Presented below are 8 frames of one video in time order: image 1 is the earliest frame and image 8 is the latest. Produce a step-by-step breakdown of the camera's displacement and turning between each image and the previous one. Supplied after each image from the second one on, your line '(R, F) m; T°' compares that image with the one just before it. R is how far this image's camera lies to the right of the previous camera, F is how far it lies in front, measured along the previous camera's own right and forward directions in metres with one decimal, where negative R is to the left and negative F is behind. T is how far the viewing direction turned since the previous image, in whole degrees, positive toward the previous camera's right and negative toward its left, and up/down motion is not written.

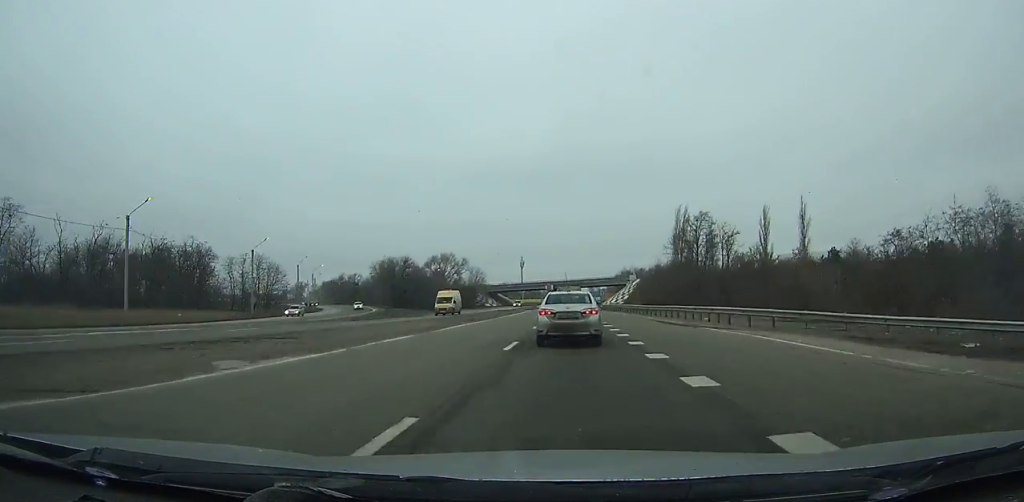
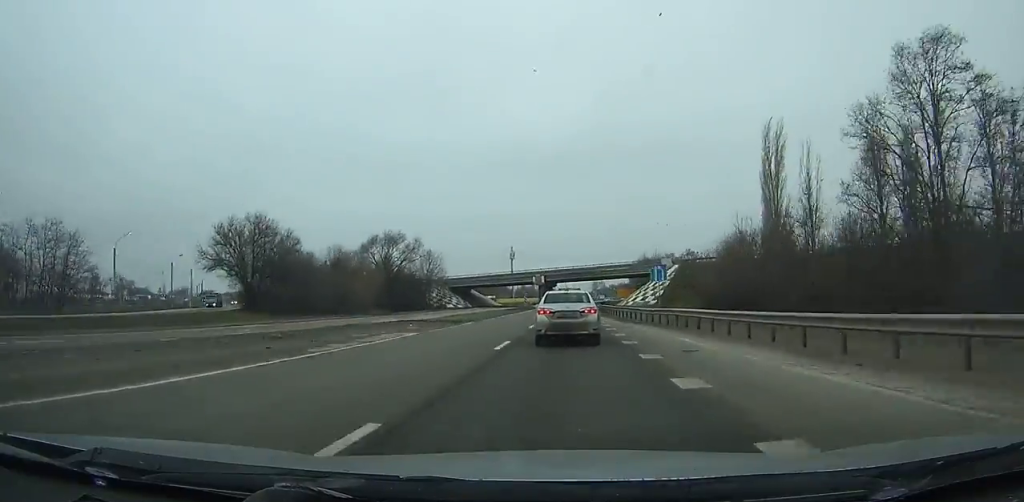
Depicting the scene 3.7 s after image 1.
(0.0, +59.2) m; 0°
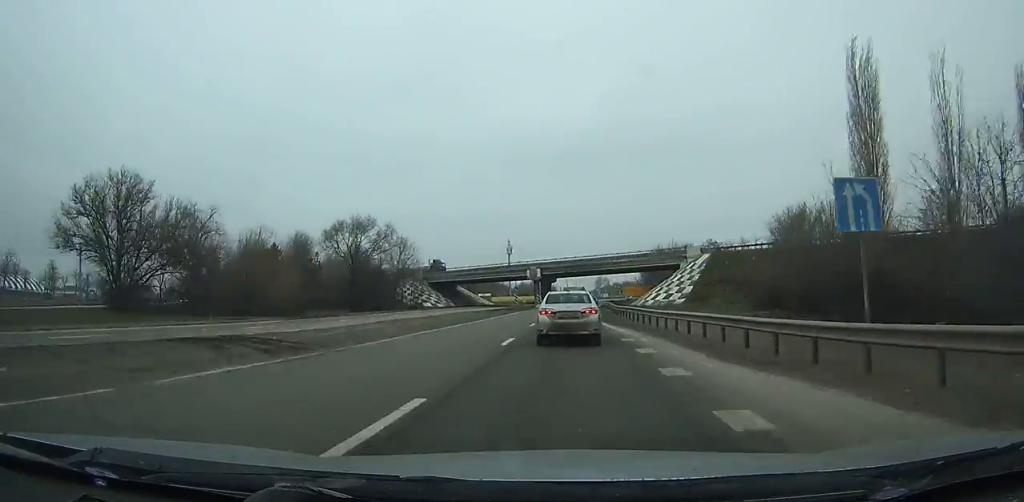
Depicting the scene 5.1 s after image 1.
(0.0, +22.3) m; 0°
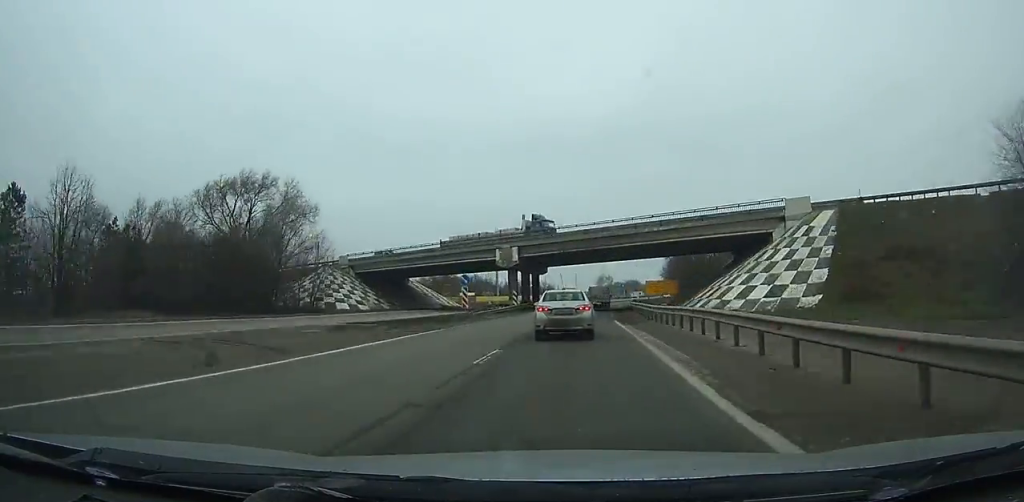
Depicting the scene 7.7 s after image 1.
(+0.1, +41.4) m; +2°
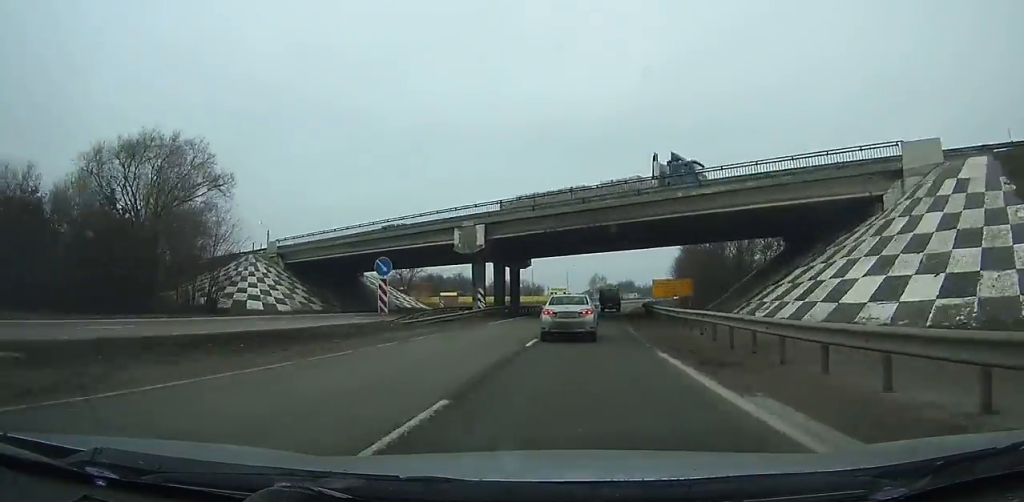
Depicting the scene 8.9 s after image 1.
(+0.5, +19.3) m; +2°
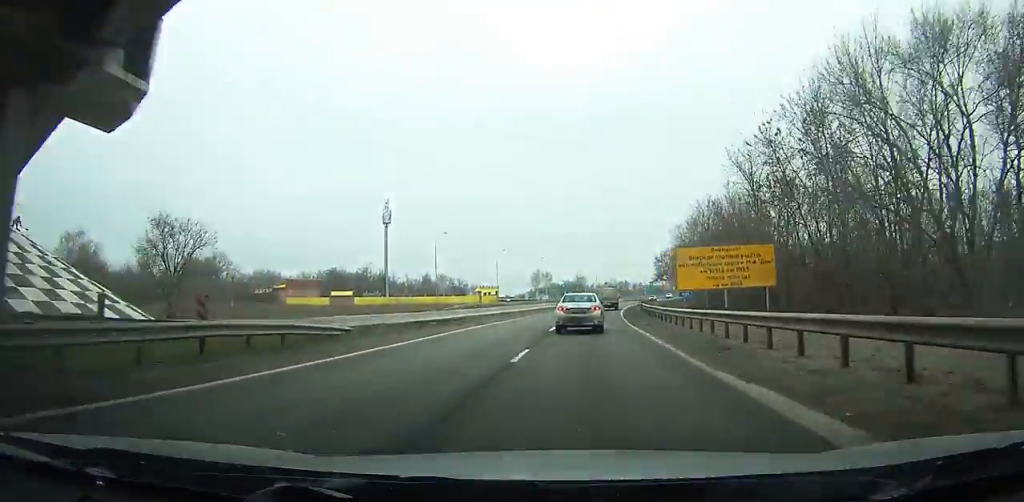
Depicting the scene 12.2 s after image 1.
(+2.0, +53.1) m; +5°
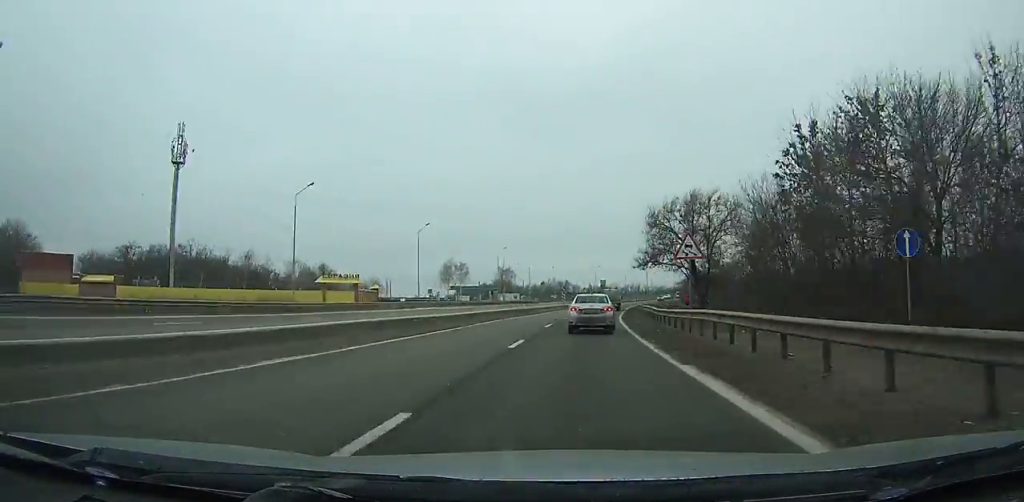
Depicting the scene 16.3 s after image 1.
(+3.3, +66.4) m; +6°
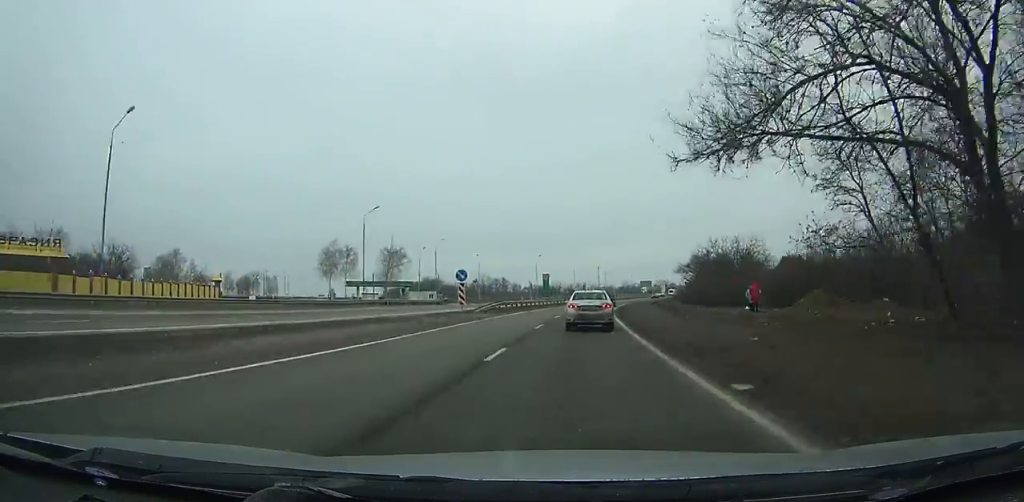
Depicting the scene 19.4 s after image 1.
(+2.2, +50.1) m; +5°
